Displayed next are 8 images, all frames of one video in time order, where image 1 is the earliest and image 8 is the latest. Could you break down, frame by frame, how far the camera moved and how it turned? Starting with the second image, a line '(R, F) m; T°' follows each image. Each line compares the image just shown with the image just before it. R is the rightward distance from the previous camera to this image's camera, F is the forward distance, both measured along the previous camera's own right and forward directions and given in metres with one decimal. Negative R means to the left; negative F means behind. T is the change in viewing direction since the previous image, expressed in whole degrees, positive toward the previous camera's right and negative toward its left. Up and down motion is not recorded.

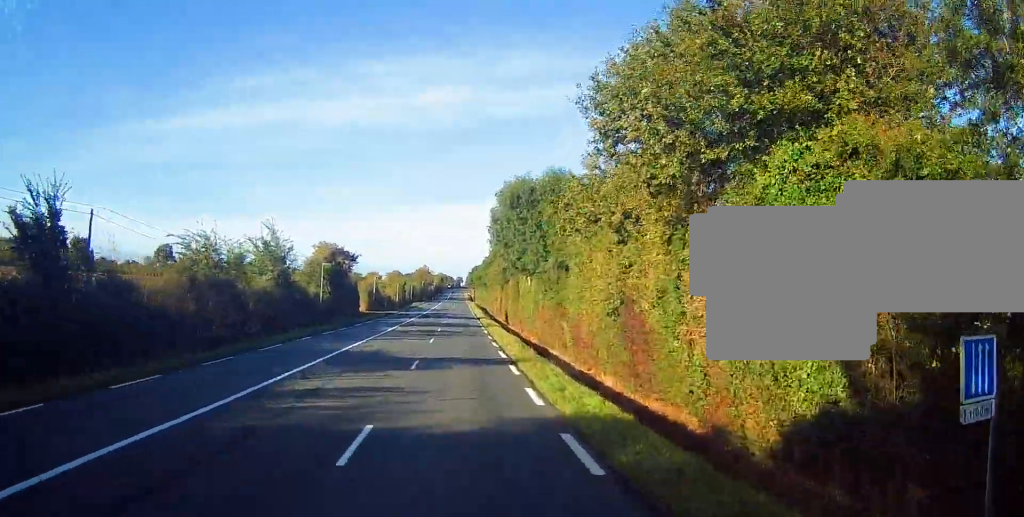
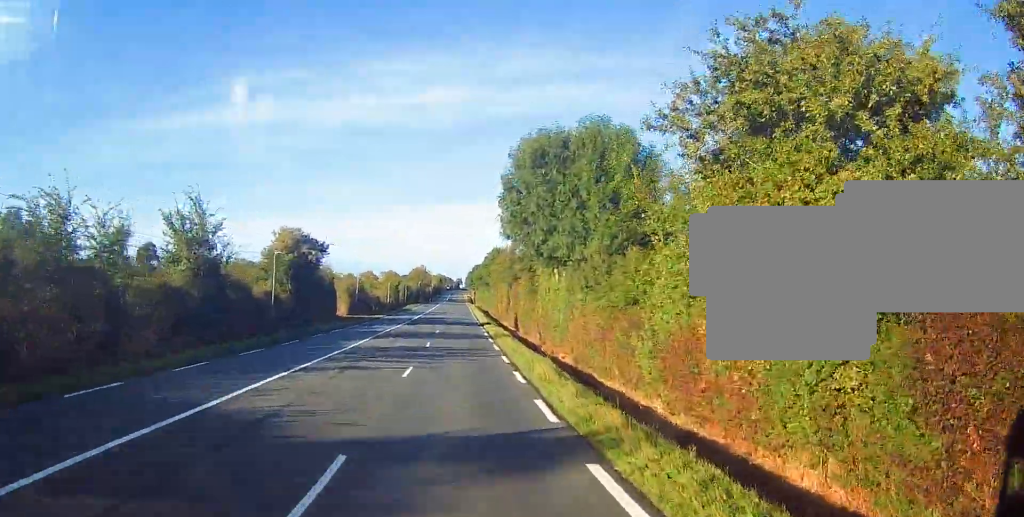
(-0.1, +15.4) m; -1°
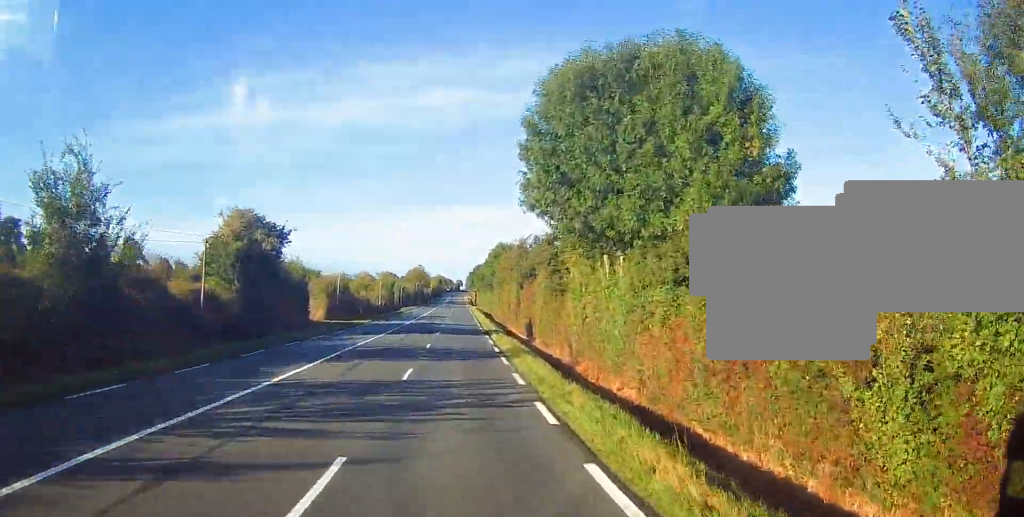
(-0.2, +12.8) m; -1°
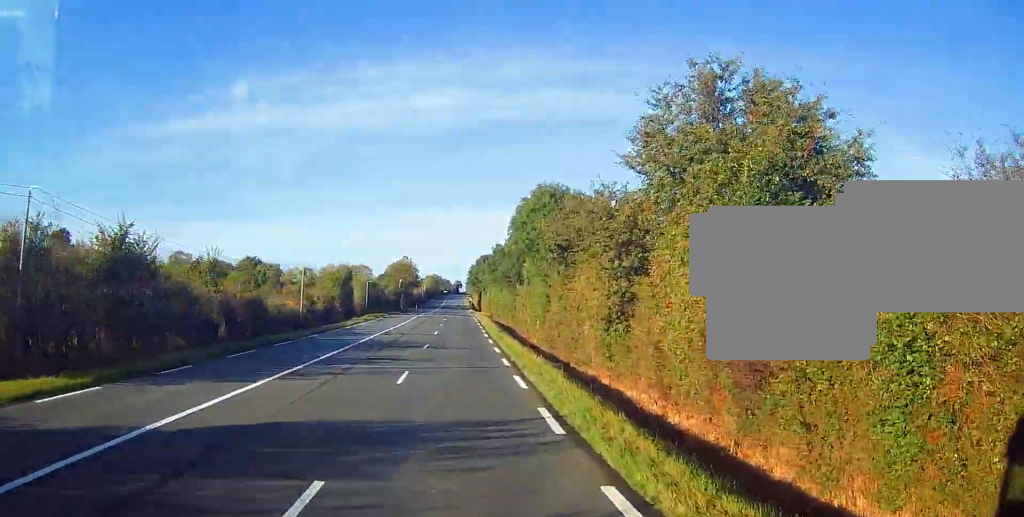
(+1.3, +53.1) m; +2°
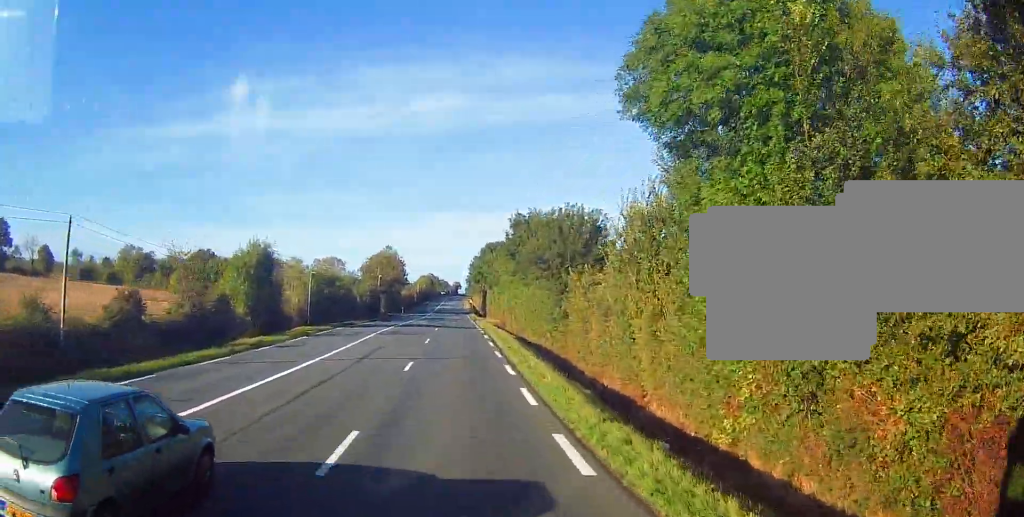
(-0.6, +35.4) m; 0°
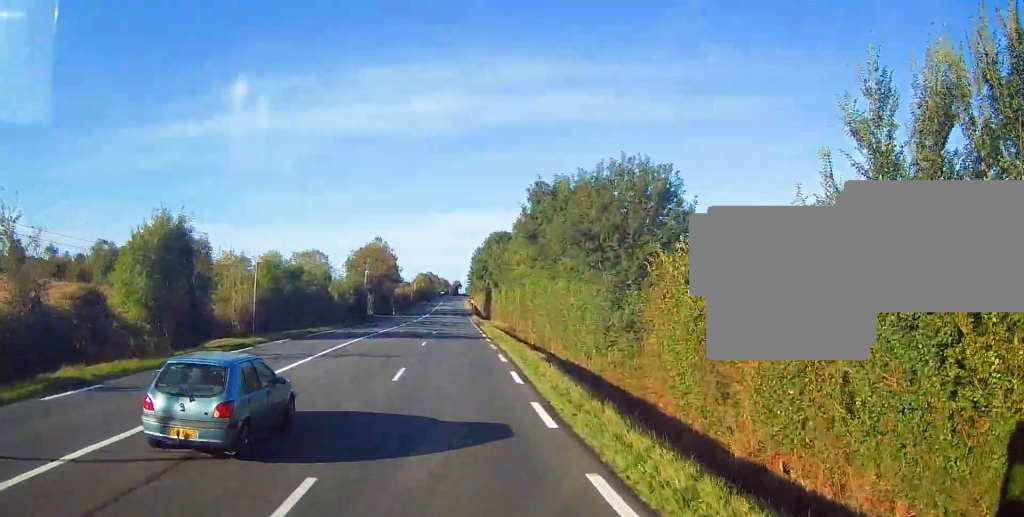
(+0.3, +16.3) m; 0°
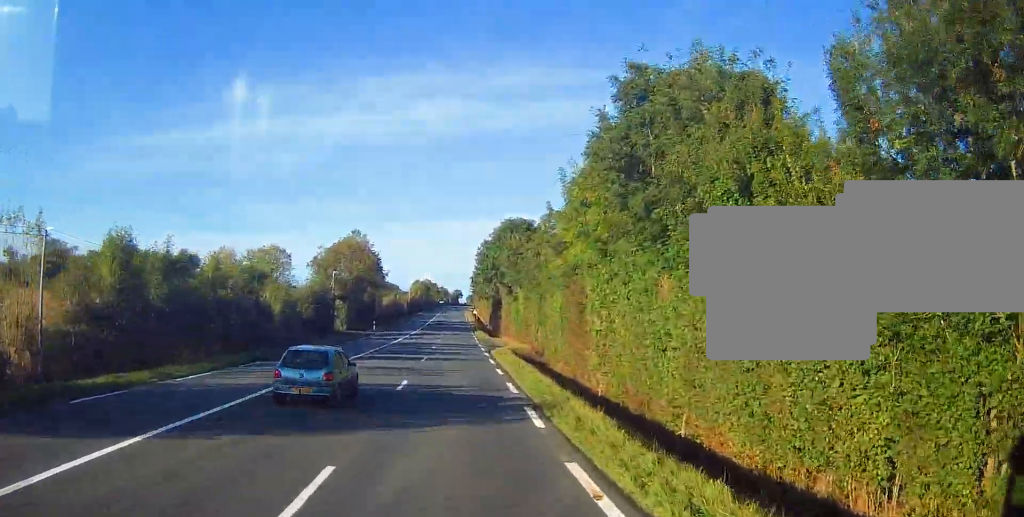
(-0.1, +24.9) m; -1°
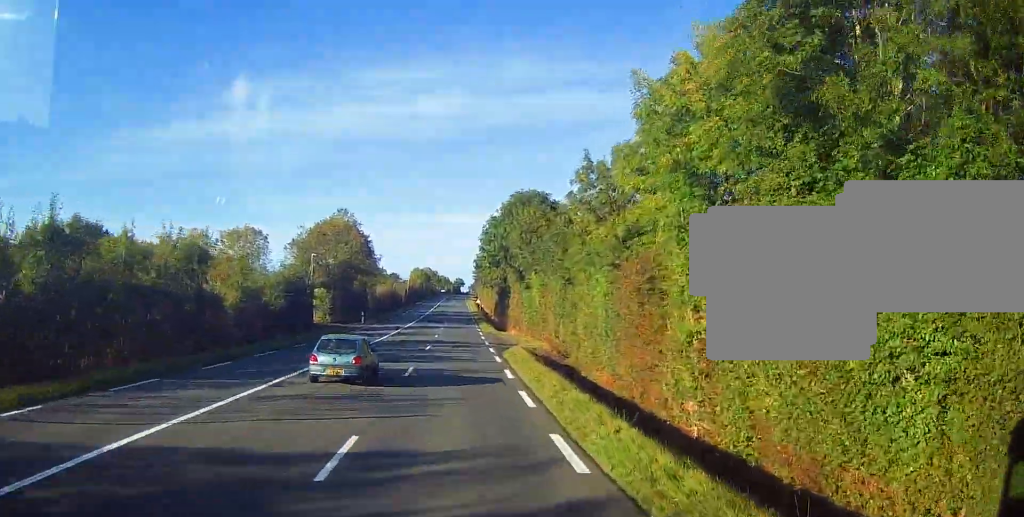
(-0.1, +11.1) m; 0°
